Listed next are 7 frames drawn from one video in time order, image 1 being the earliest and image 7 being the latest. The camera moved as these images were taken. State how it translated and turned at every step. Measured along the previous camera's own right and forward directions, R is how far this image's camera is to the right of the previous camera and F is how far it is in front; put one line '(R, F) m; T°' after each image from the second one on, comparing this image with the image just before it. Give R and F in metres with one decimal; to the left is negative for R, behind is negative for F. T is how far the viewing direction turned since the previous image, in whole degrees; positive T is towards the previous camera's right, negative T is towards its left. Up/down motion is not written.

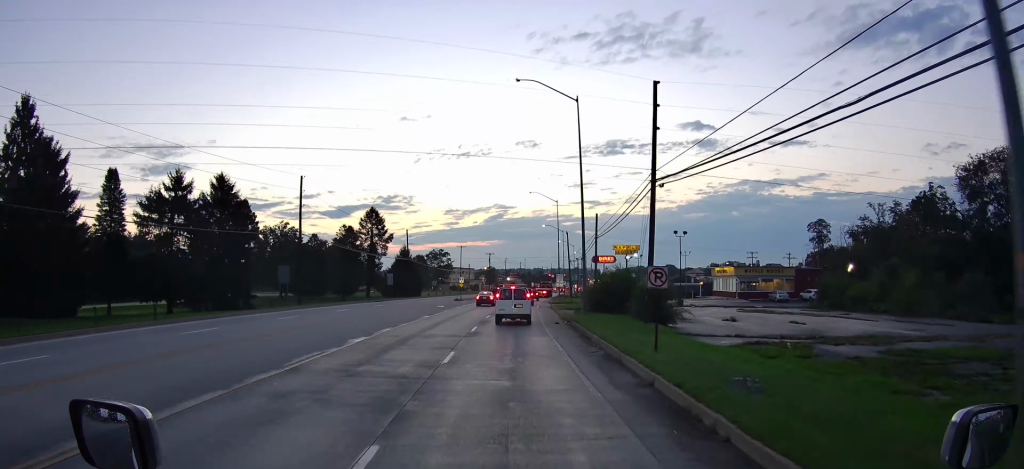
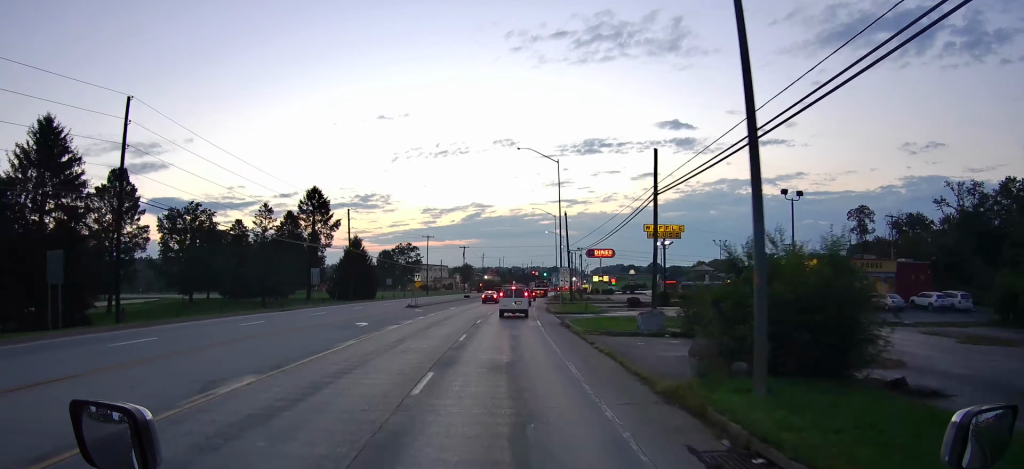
(+0.1, +23.1) m; +1°
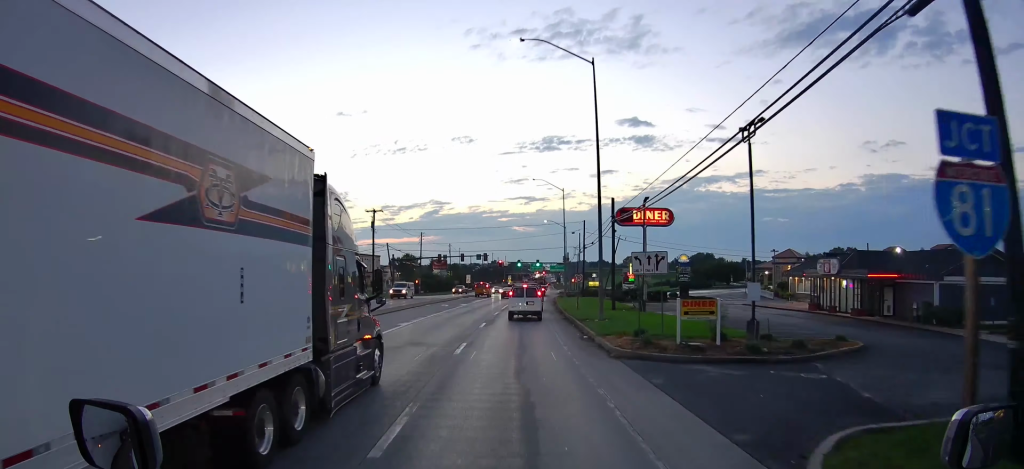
(+2.7, +77.4) m; +4°
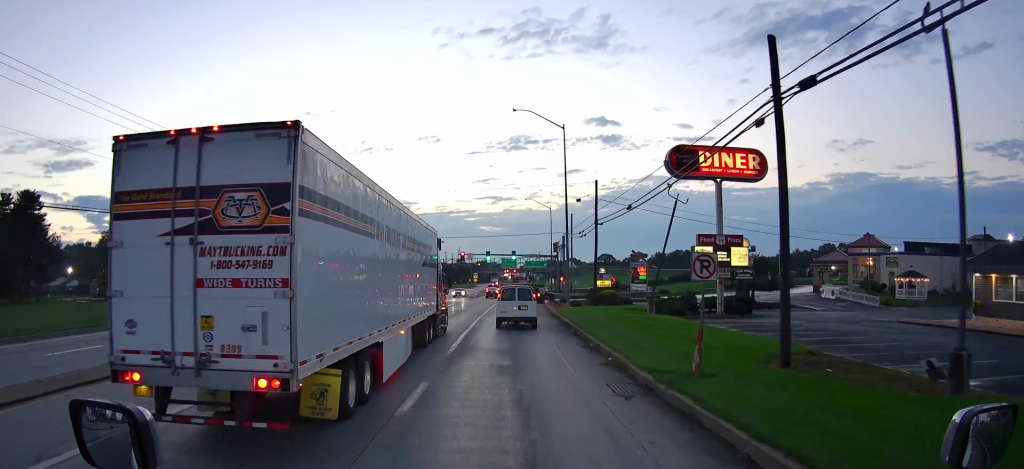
(+0.7, +43.1) m; +3°
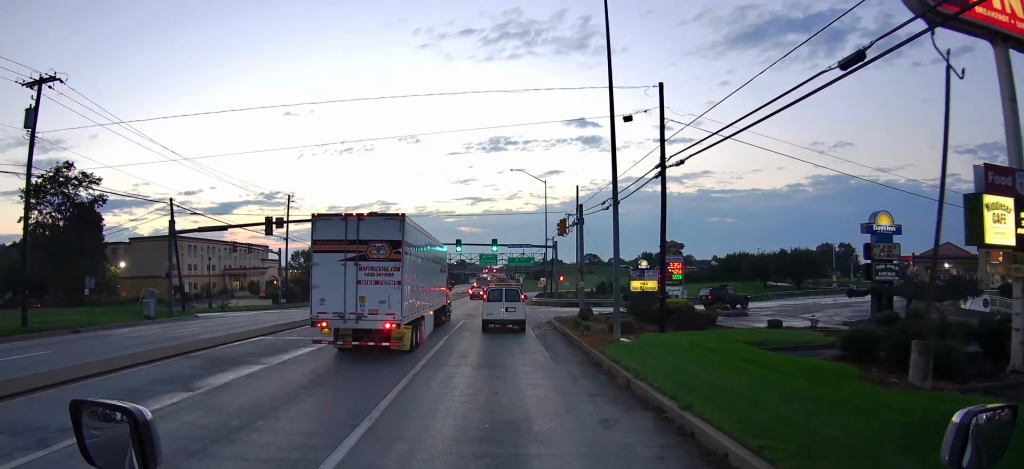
(+1.2, +33.7) m; +3°
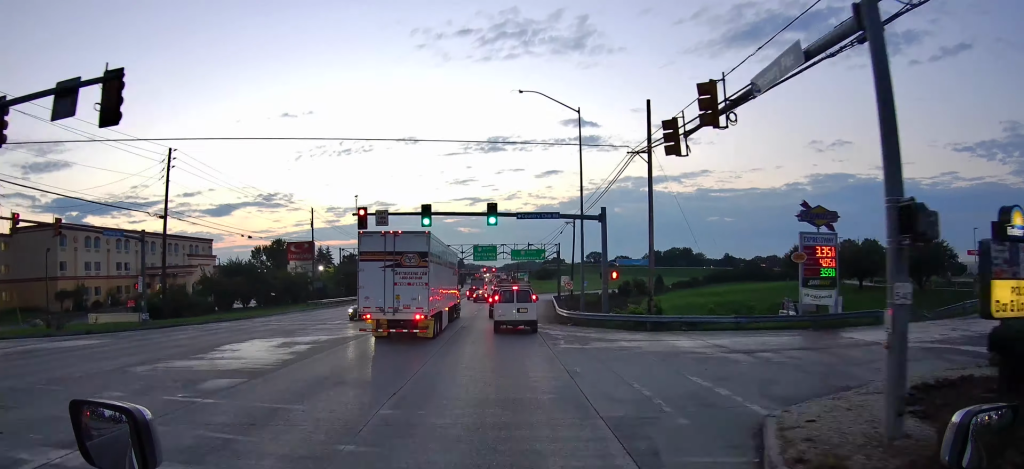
(+0.6, +33.6) m; +1°
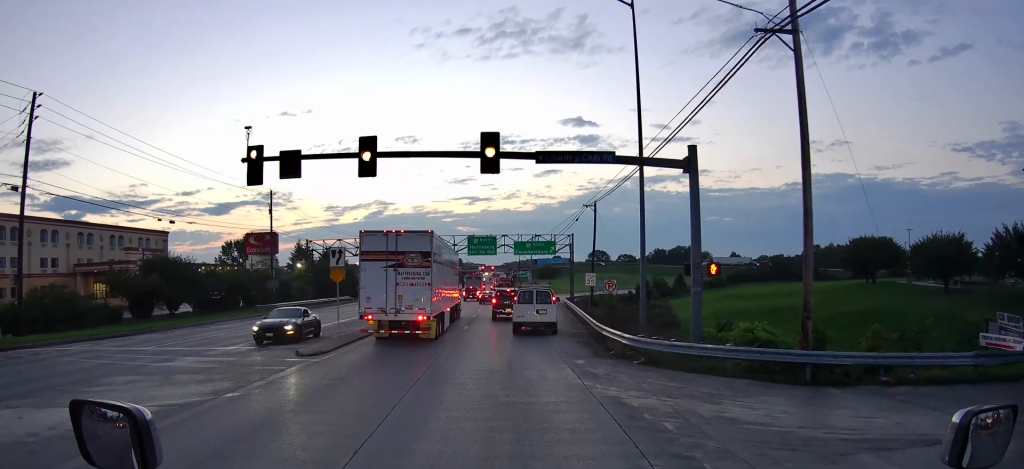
(0.0, +16.2) m; 0°
